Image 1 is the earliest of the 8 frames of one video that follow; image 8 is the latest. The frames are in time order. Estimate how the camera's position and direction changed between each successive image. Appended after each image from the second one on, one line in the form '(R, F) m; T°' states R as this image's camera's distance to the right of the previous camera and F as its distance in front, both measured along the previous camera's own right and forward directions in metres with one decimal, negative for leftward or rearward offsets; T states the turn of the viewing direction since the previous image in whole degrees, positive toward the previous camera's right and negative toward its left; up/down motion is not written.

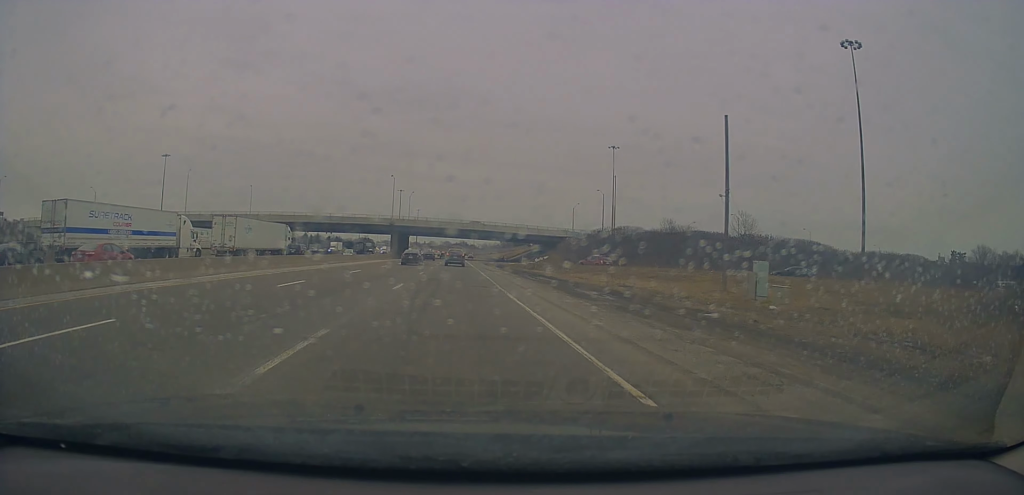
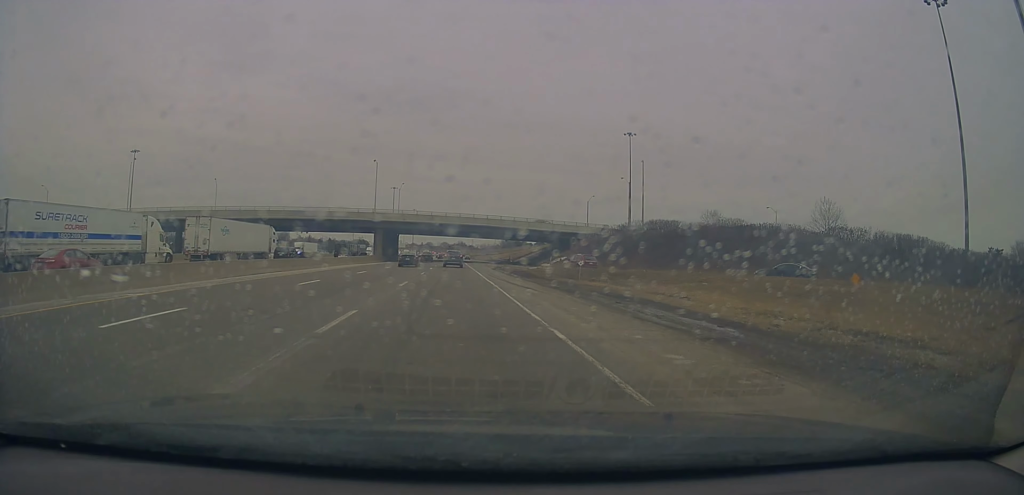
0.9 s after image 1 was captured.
(+0.1, +22.2) m; 0°
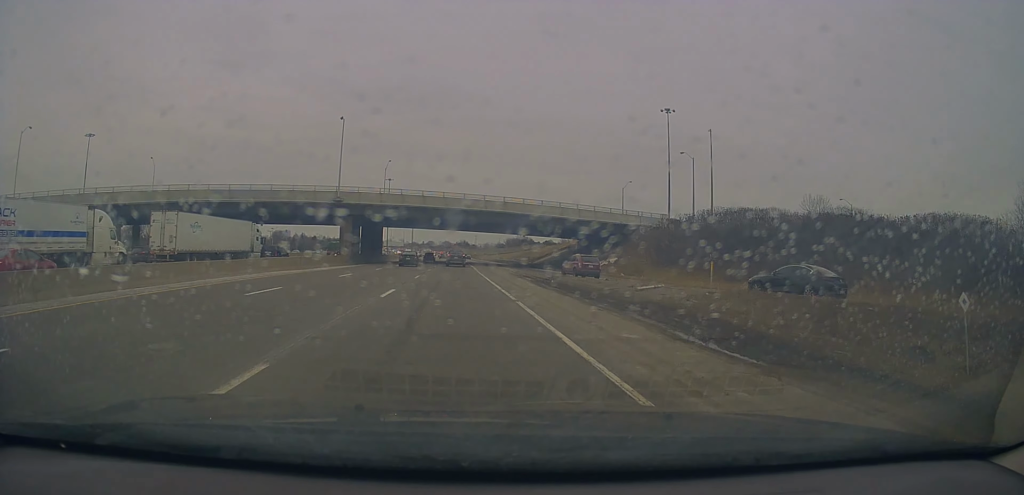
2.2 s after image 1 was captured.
(0.0, +30.8) m; 0°
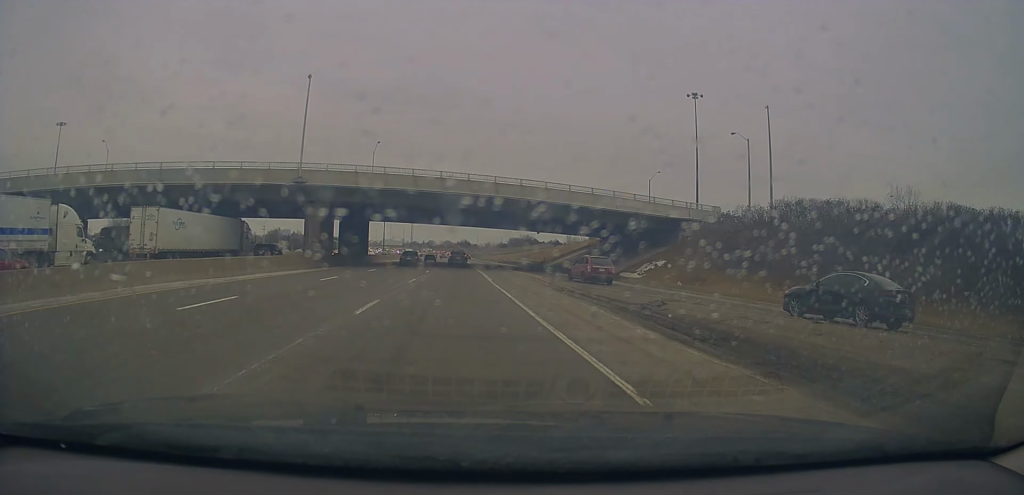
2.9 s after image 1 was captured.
(0.0, +16.6) m; 0°
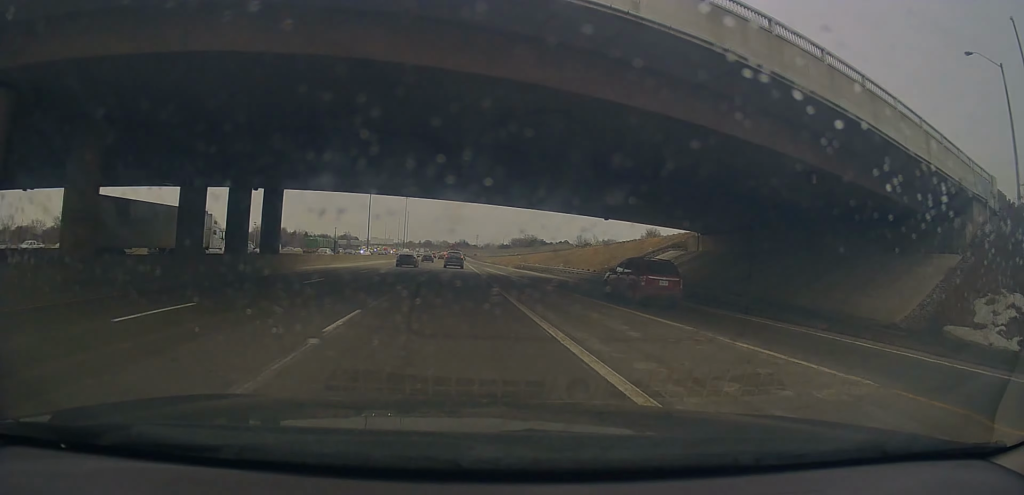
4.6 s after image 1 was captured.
(0.0, +39.6) m; 0°
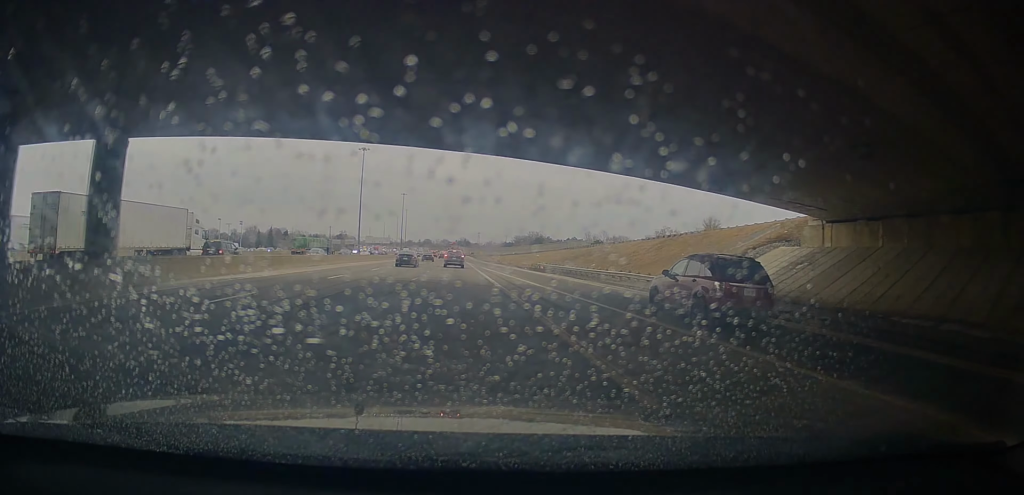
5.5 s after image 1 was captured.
(0.0, +19.9) m; 0°
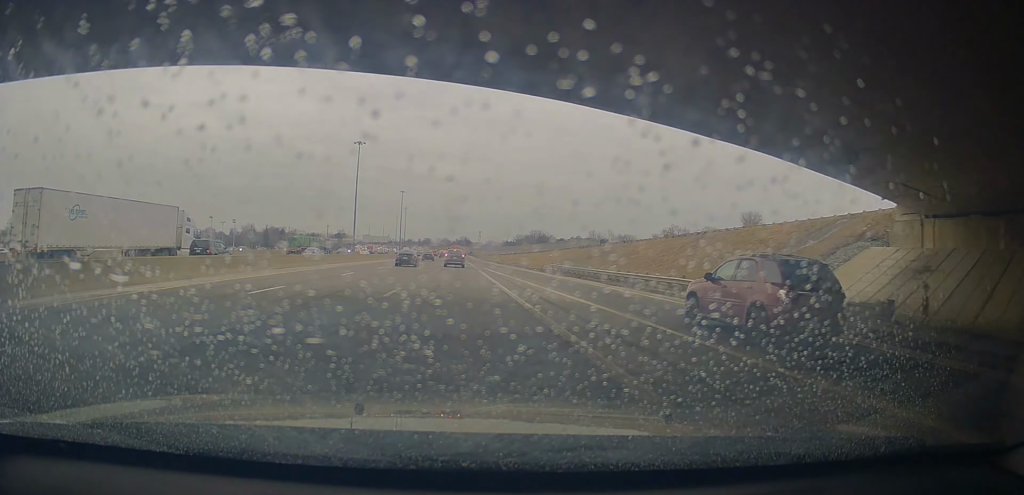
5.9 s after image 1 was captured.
(0.0, +9.6) m; 0°
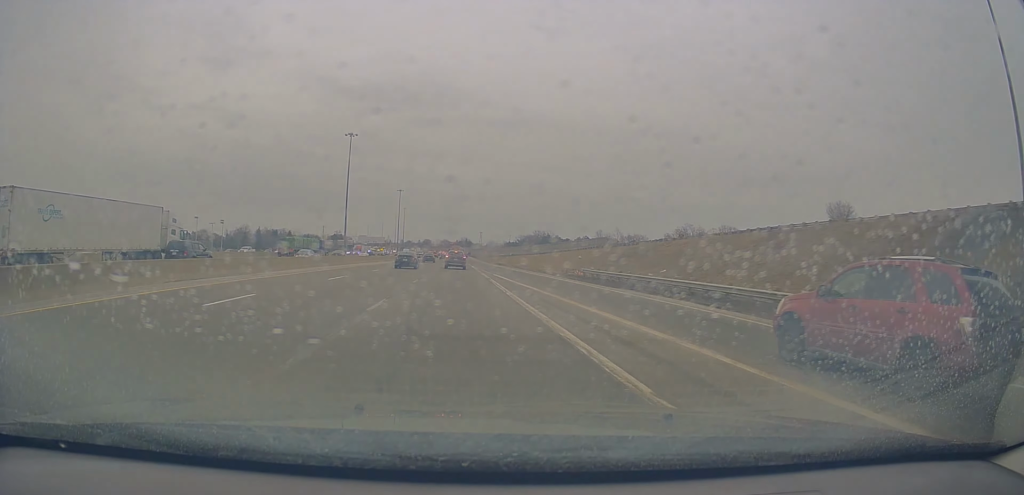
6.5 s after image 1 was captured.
(0.0, +15.2) m; -1°
